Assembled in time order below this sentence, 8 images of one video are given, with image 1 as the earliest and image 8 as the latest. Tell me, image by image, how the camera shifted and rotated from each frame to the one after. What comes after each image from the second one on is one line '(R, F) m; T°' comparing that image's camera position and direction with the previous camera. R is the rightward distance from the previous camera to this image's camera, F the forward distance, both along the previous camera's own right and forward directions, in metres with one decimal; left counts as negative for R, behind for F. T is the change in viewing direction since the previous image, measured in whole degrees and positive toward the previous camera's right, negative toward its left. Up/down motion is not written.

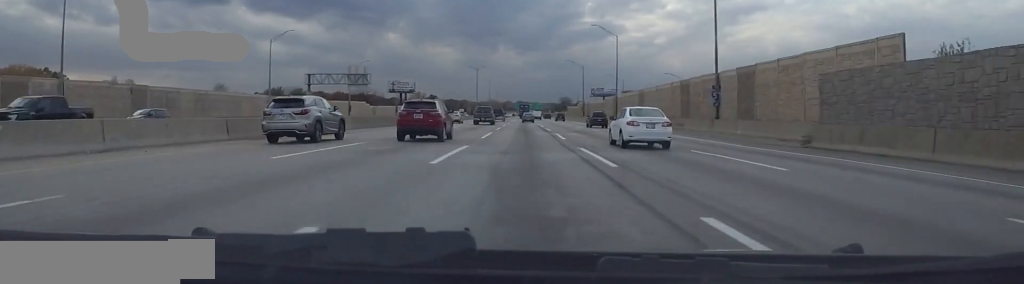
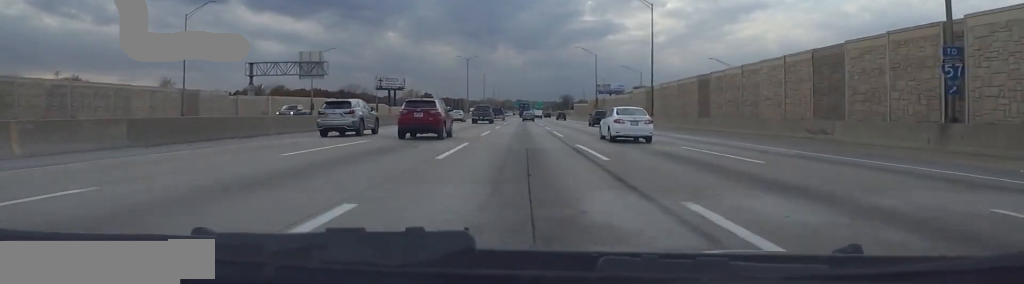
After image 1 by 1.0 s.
(0.0, +27.5) m; 0°
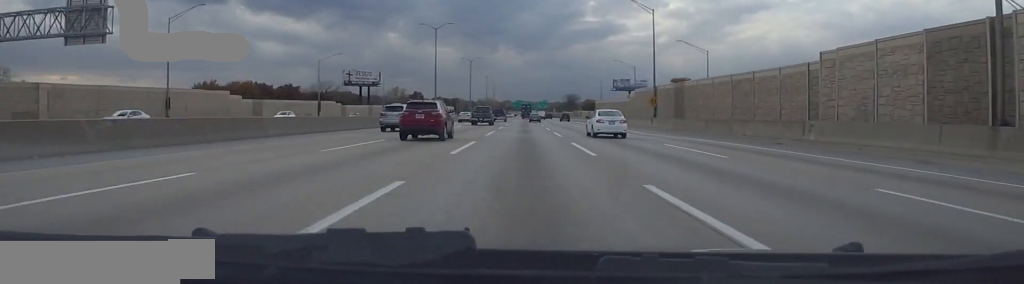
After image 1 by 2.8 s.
(0.0, +54.6) m; 0°
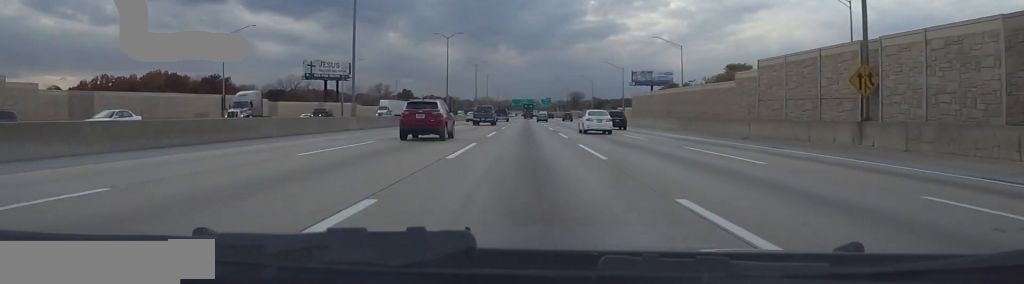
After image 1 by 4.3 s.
(0.0, +45.7) m; 0°
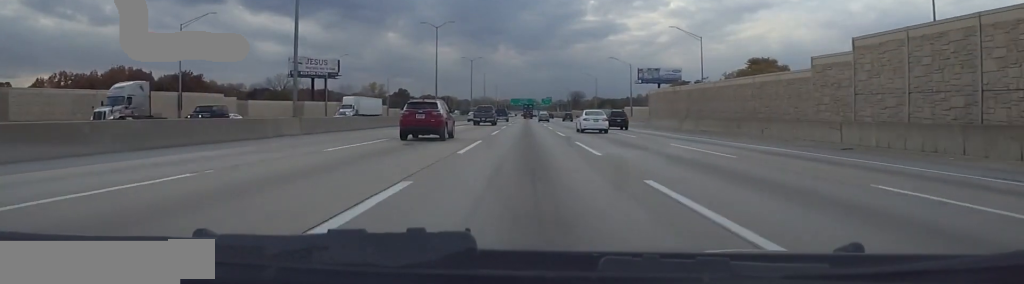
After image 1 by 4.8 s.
(0.0, +12.8) m; 0°
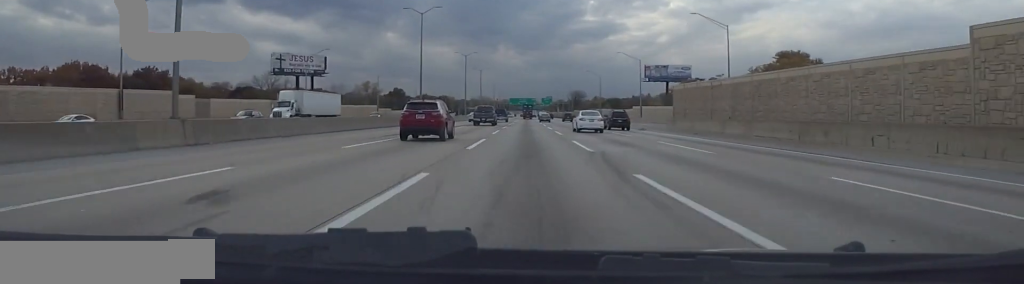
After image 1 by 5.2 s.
(0.0, +13.4) m; 0°
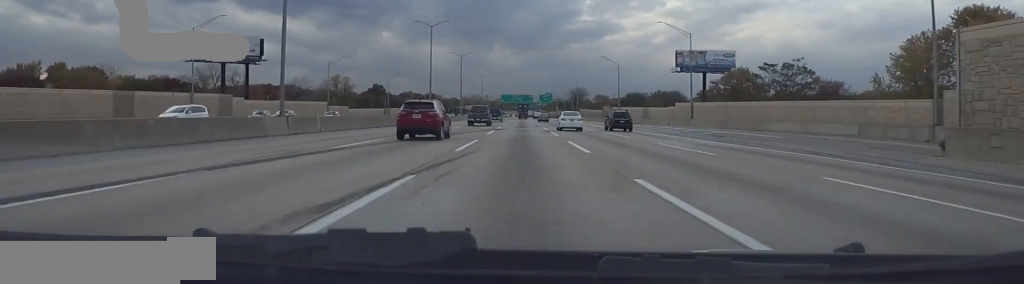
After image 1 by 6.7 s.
(0.0, +46.6) m; 0°
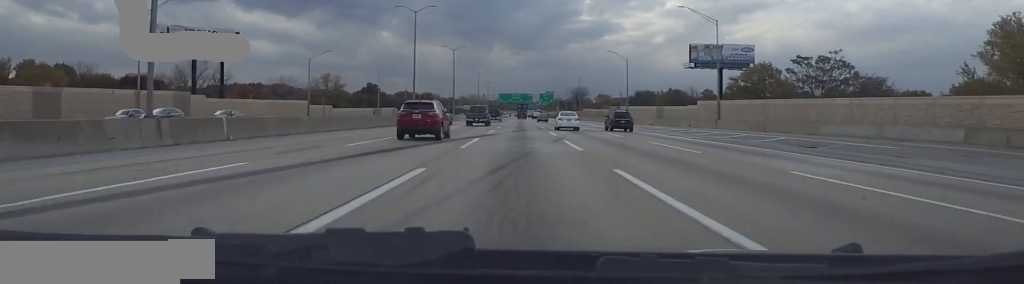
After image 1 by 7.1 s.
(0.0, +13.7) m; 0°
